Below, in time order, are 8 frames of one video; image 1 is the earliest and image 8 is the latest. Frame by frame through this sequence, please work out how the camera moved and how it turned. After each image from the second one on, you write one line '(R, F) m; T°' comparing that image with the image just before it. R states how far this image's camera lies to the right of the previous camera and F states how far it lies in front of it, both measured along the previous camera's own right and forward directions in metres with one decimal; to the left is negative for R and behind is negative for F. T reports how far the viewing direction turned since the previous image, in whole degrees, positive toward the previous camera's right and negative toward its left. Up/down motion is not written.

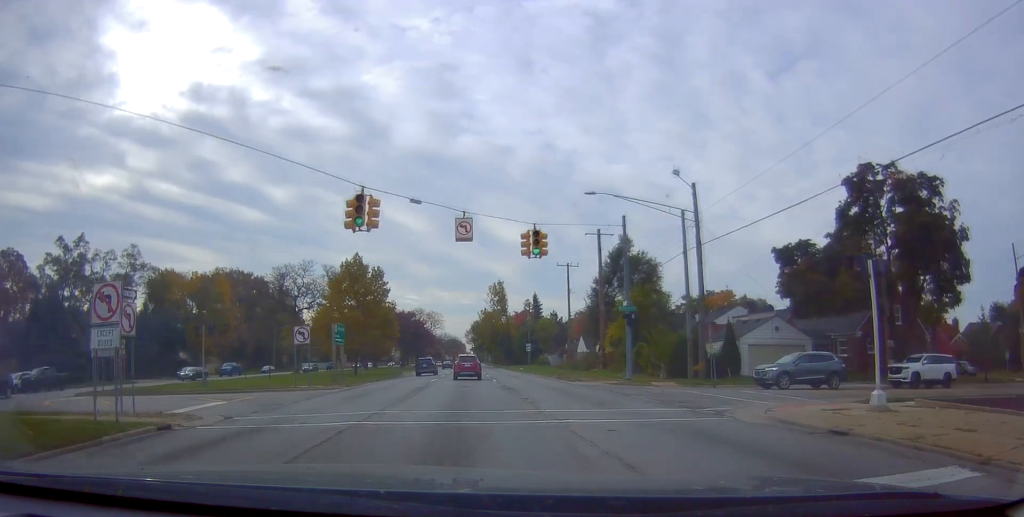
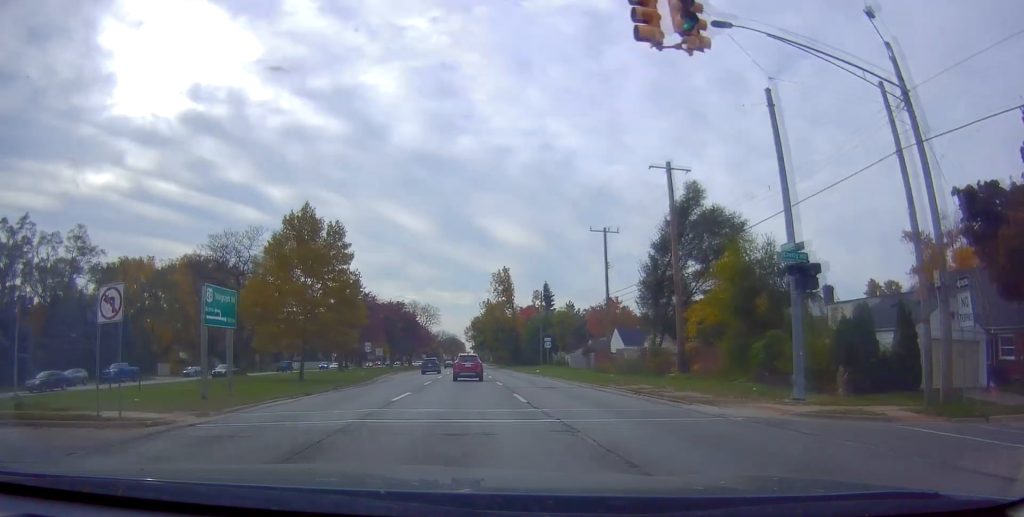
(+0.5, +17.8) m; +2°
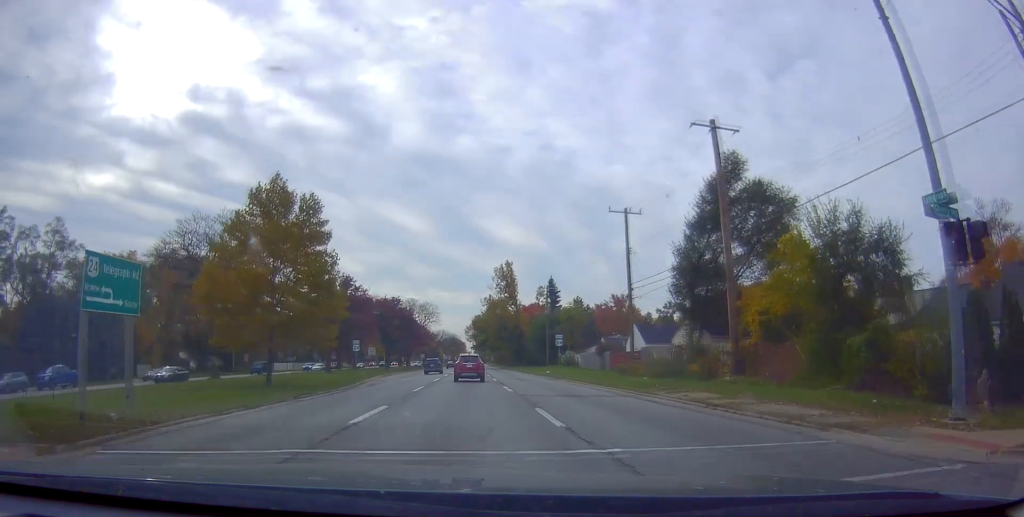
(0.0, +6.5) m; -1°
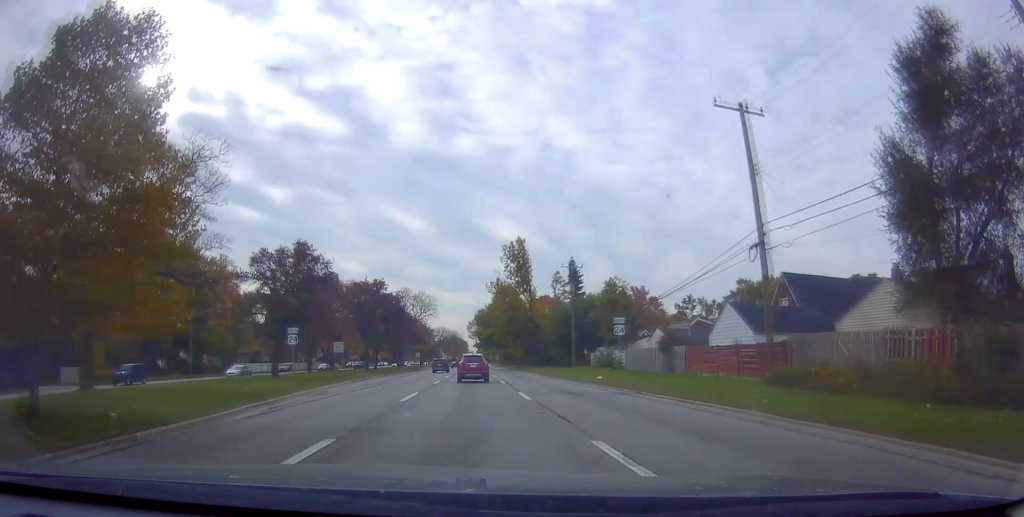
(-0.7, +19.1) m; -2°
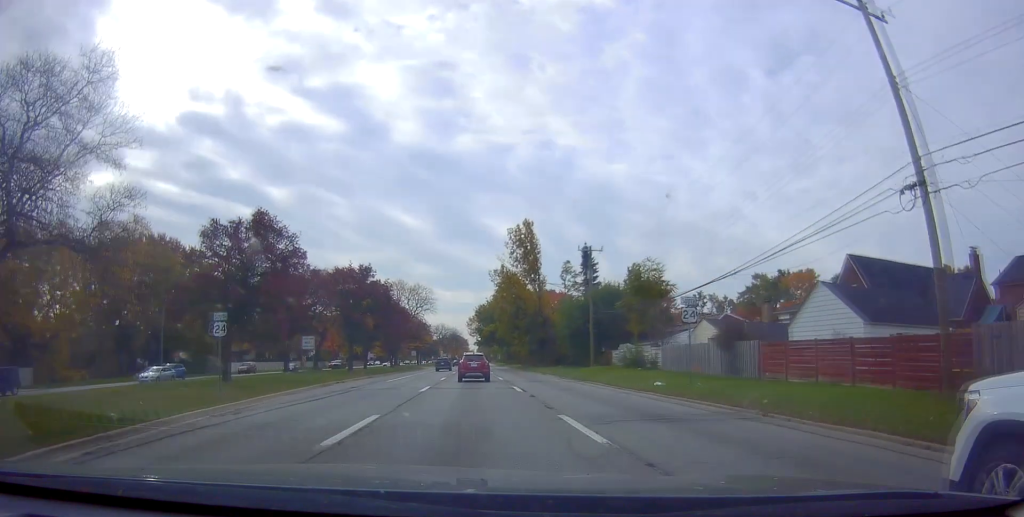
(+0.1, +9.9) m; +1°
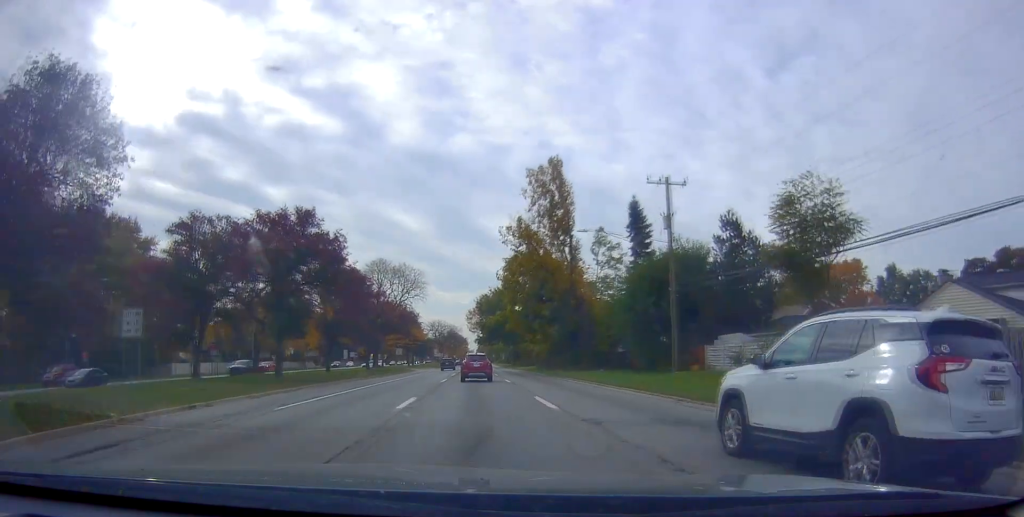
(+0.3, +23.1) m; +1°
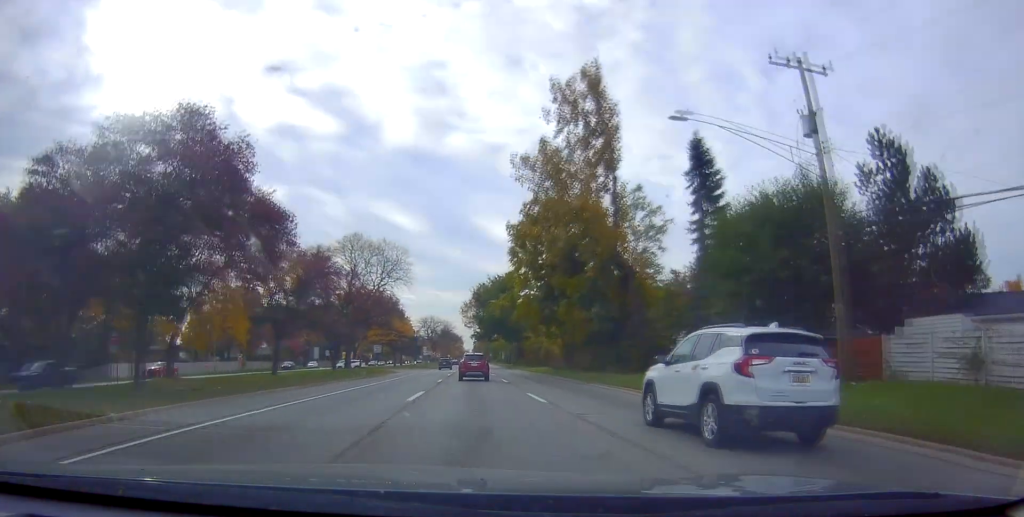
(+0.4, +17.0) m; +1°
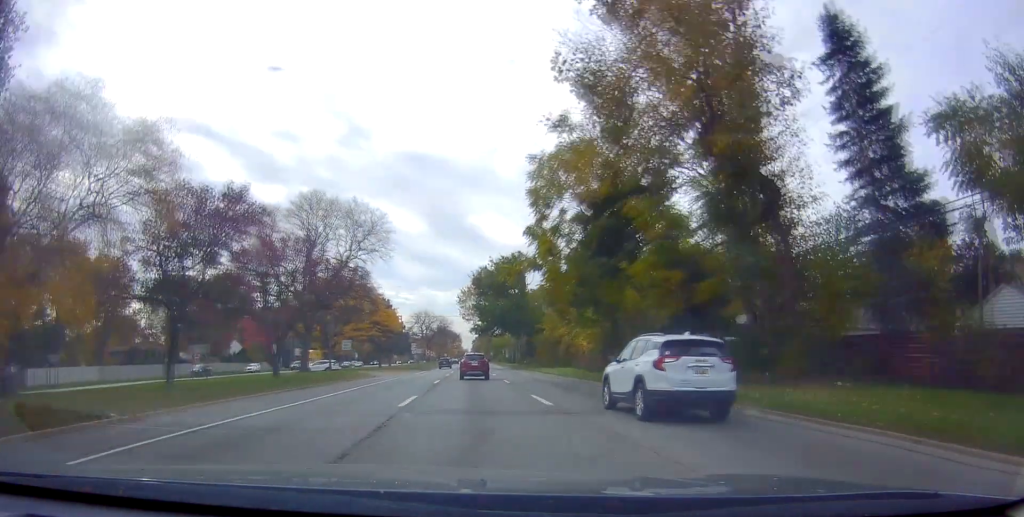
(-0.2, +17.9) m; -3°
